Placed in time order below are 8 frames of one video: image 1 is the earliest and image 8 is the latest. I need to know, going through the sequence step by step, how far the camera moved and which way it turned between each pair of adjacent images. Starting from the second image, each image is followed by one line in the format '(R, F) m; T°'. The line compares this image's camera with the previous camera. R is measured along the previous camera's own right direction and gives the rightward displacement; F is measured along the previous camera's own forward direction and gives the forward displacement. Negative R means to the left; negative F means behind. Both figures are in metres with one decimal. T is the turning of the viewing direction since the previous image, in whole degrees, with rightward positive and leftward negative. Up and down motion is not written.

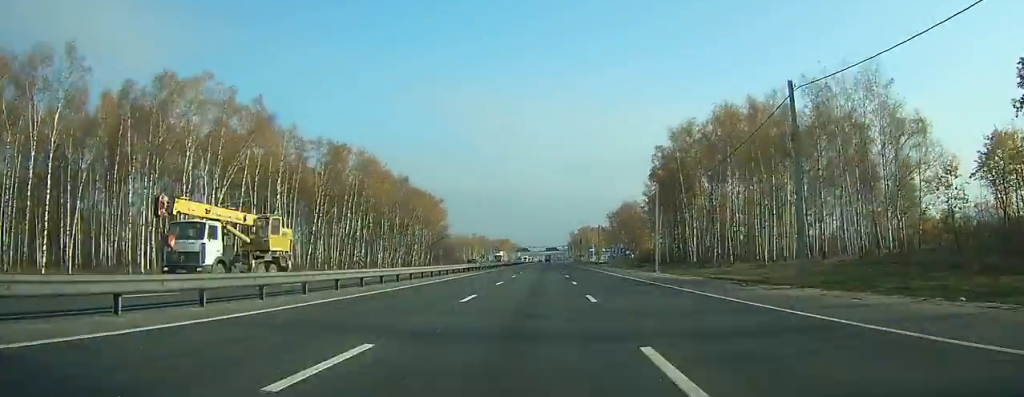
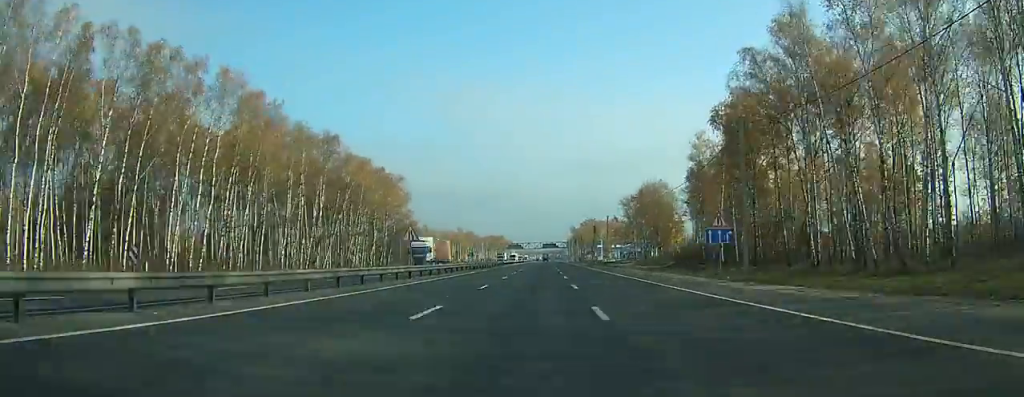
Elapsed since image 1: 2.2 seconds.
(-0.2, +52.6) m; 0°
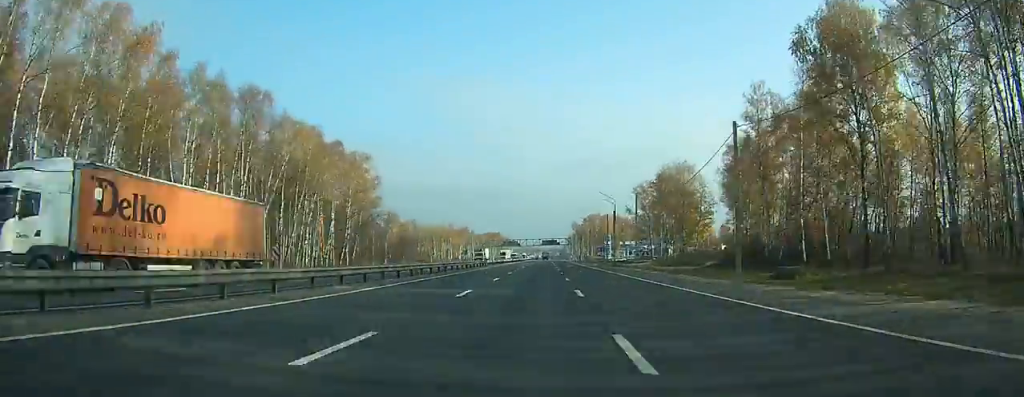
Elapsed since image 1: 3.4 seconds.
(+0.1, +27.0) m; 0°
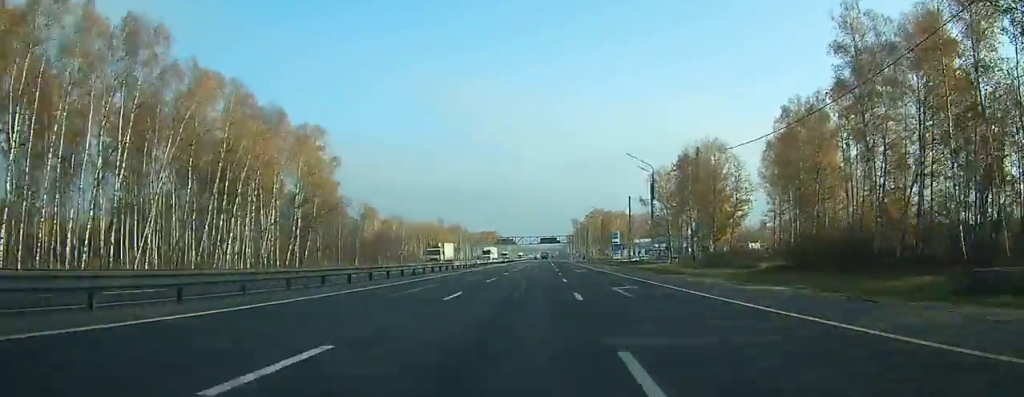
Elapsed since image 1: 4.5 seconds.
(0.0, +23.9) m; 0°
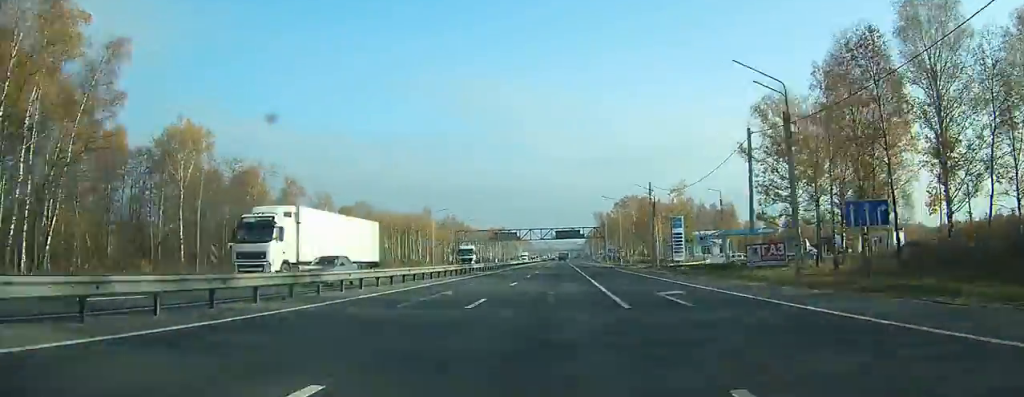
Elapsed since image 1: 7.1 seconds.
(-0.1, +58.6) m; -1°
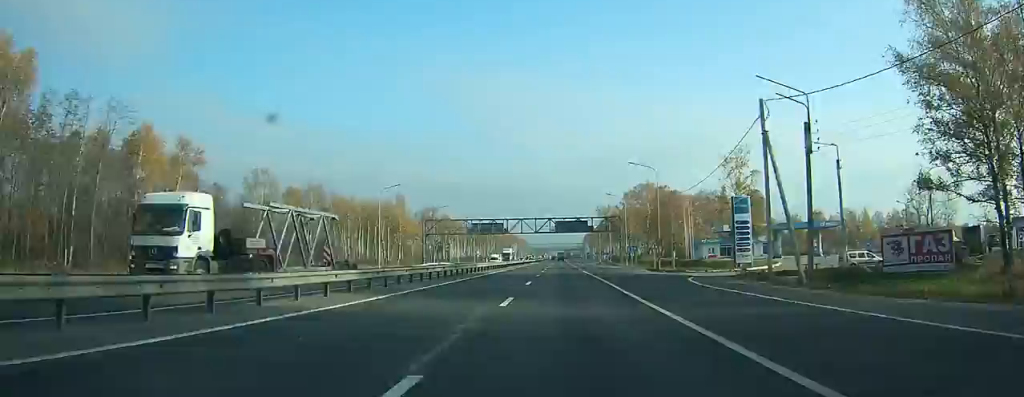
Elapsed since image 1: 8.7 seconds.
(-0.1, +32.3) m; 0°
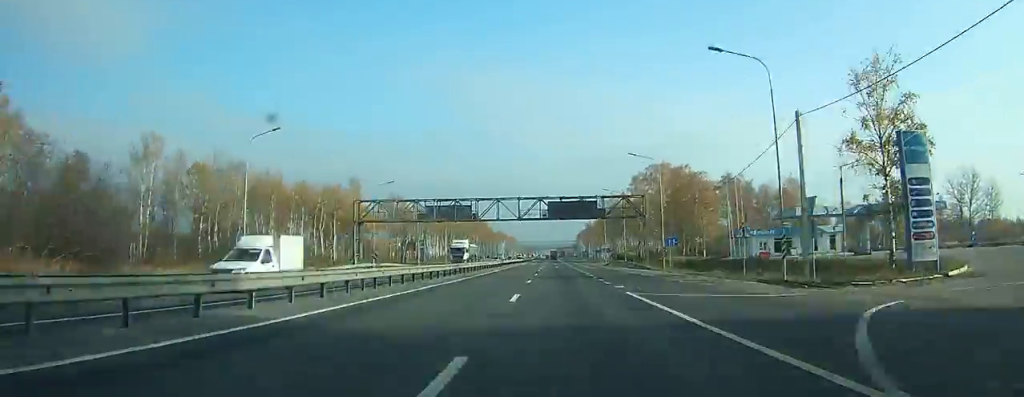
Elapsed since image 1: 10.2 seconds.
(-0.2, +33.0) m; 0°
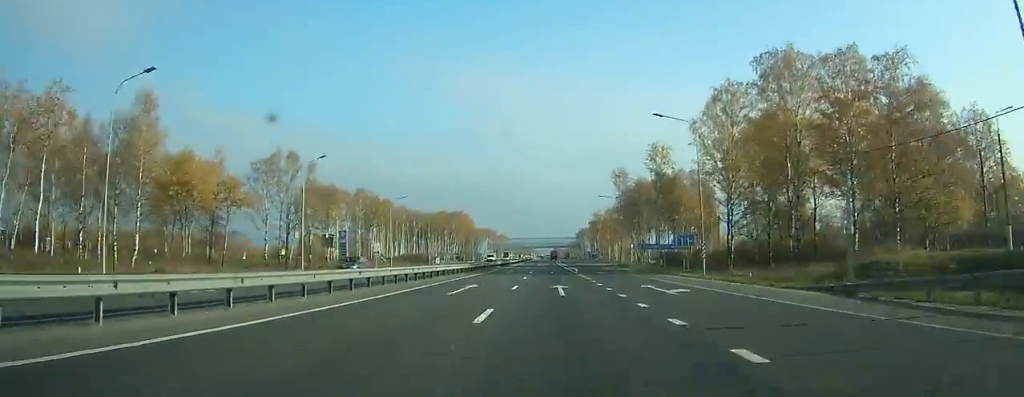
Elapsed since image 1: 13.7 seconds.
(+0.9, +81.0) m; +1°
